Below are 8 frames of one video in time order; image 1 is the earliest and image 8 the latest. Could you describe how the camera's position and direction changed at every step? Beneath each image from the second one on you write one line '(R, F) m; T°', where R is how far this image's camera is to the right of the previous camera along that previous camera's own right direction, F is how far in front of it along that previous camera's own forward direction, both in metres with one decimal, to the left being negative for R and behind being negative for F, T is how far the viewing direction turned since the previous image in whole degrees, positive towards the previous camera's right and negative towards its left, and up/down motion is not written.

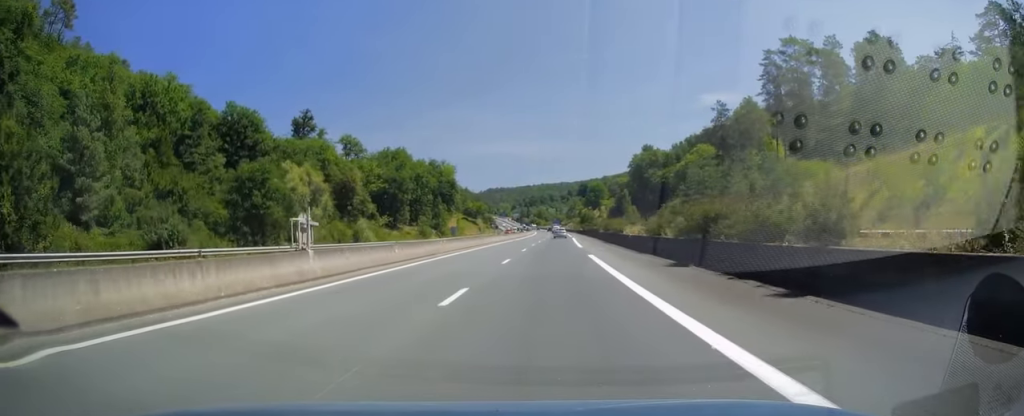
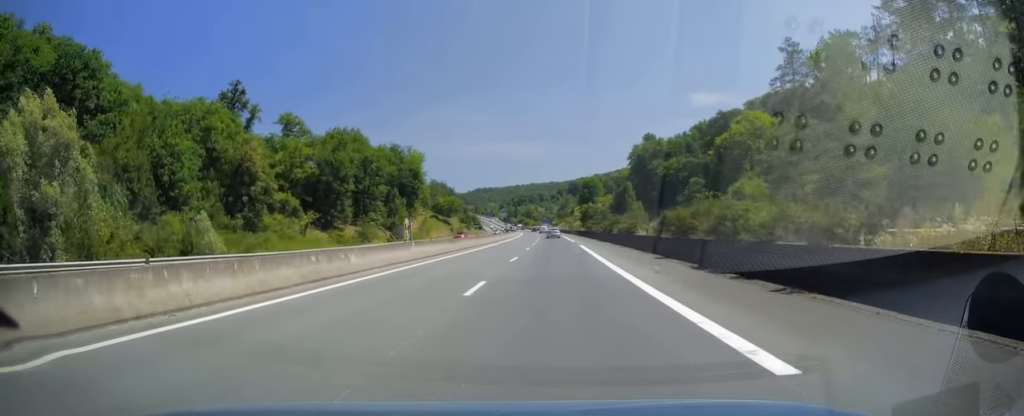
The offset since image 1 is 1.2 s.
(+0.4, +37.3) m; +1°
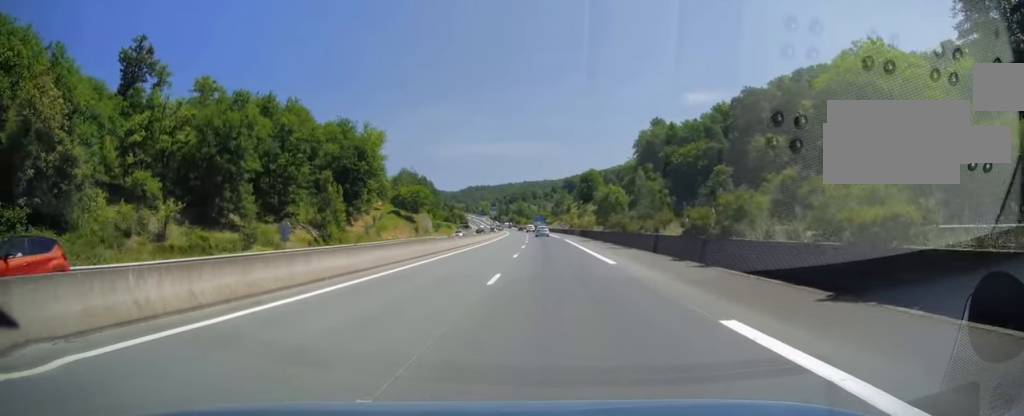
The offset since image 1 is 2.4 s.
(+0.5, +37.1) m; 0°
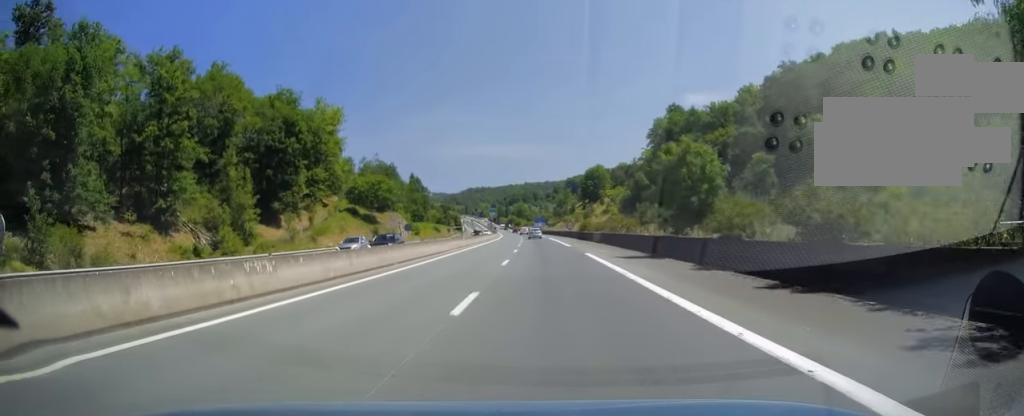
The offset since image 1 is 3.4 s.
(-0.5, +30.3) m; 0°
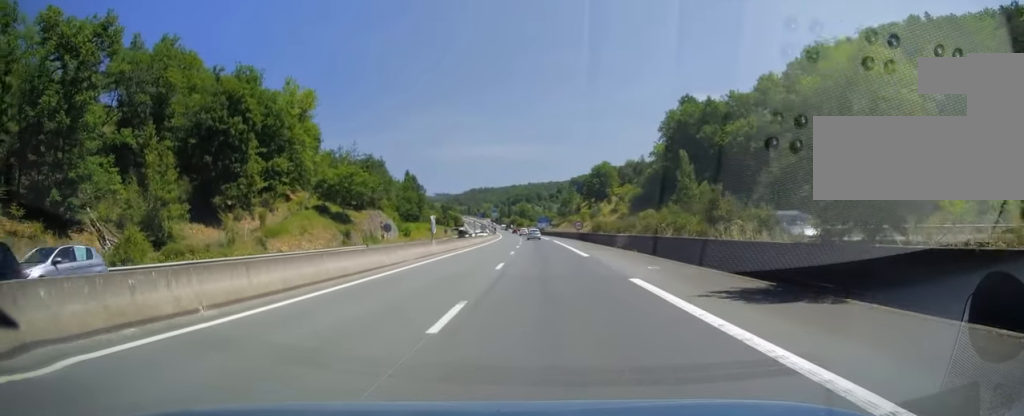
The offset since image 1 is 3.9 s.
(+0.2, +14.9) m; 0°
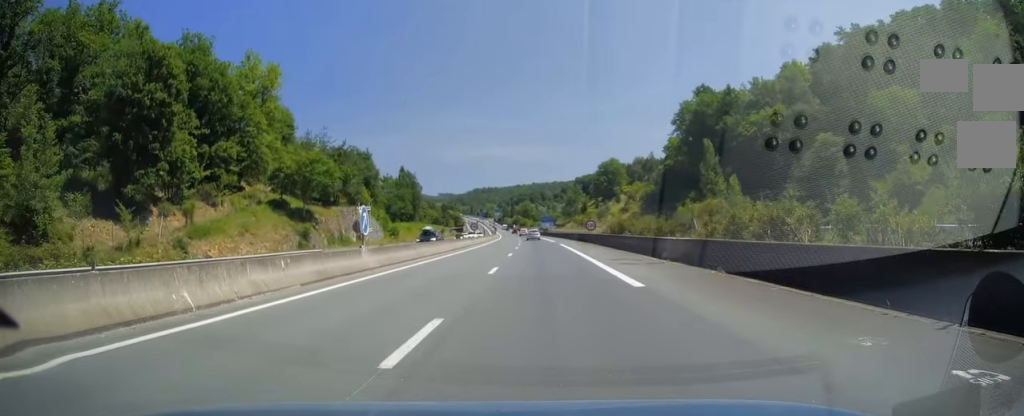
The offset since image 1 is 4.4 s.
(+0.1, +14.9) m; 0°
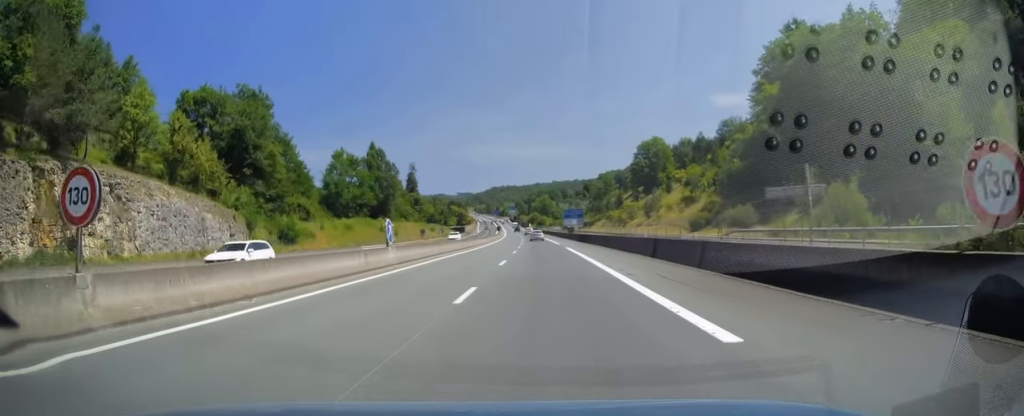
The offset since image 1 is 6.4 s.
(-1.0, +58.8) m; -2°
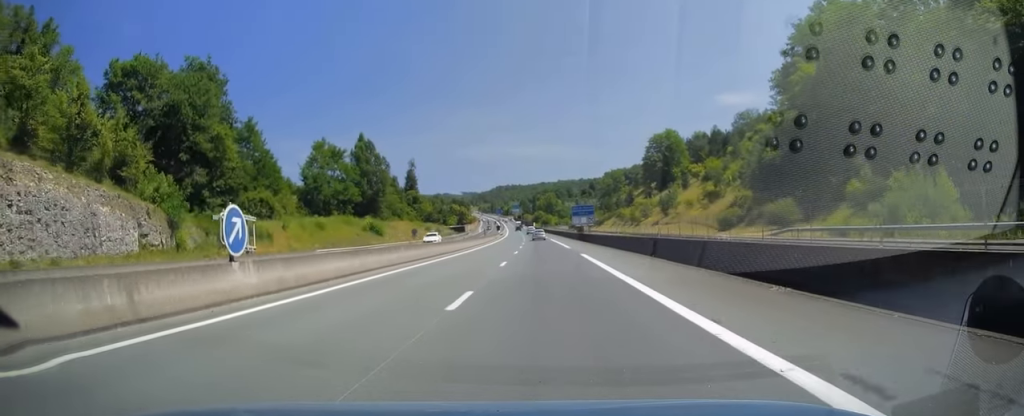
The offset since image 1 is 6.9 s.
(0.0, +13.8) m; 0°
